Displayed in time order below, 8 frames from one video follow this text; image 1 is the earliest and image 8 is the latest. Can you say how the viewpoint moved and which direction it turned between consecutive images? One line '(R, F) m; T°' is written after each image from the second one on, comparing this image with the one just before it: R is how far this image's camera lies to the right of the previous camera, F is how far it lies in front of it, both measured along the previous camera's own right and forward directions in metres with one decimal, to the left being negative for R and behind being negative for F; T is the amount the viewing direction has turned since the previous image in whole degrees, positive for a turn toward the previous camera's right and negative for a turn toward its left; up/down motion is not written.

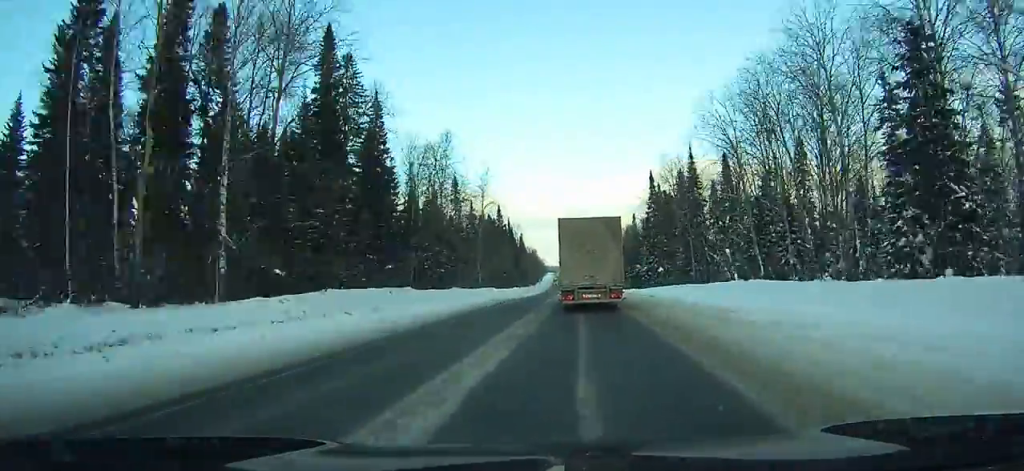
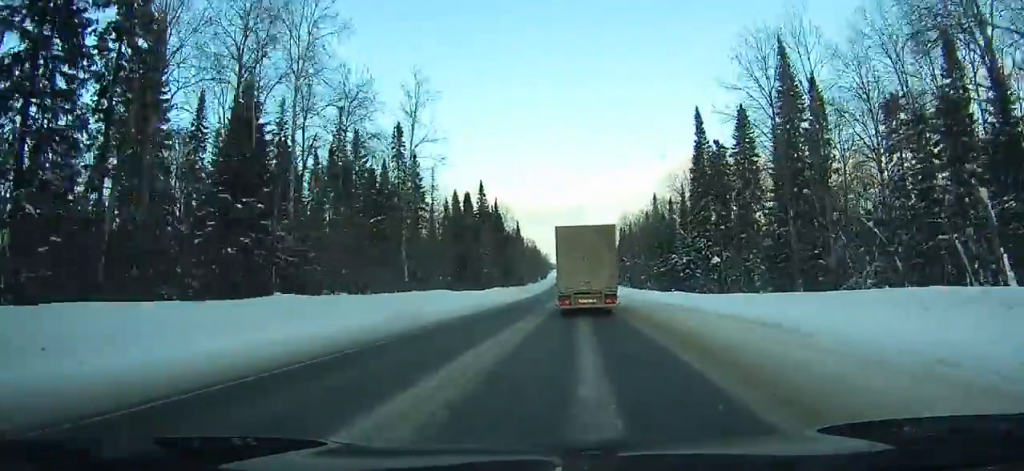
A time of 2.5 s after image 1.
(+0.8, +36.3) m; +1°
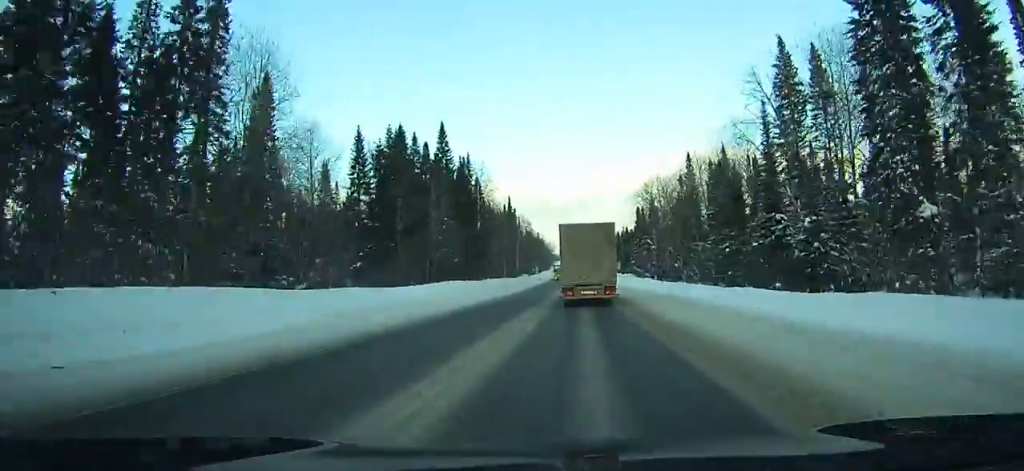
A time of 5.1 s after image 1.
(+0.4, +39.8) m; 0°
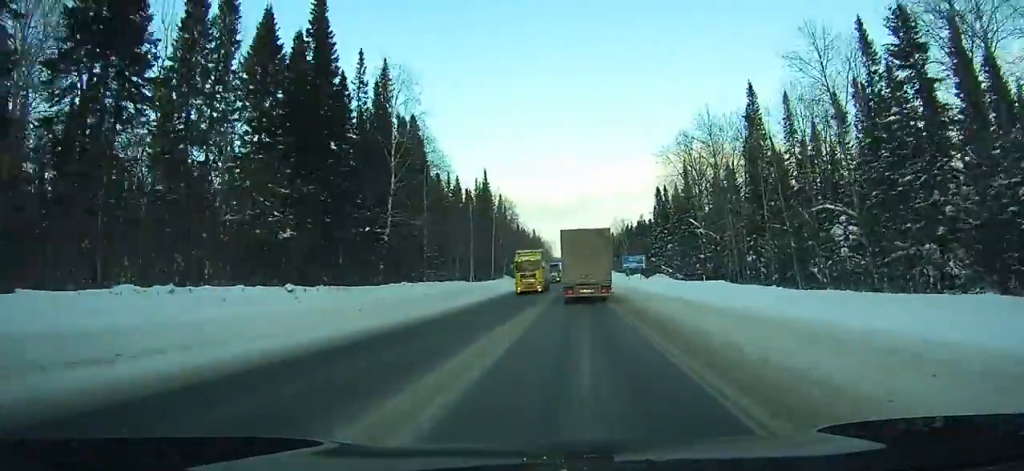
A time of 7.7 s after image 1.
(-0.2, +42.3) m; -1°
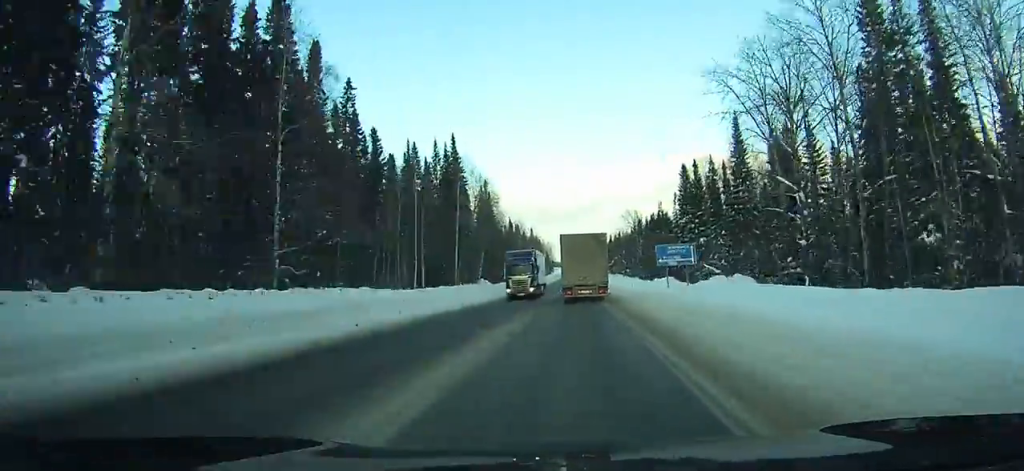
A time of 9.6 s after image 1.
(-0.1, +32.3) m; -1°
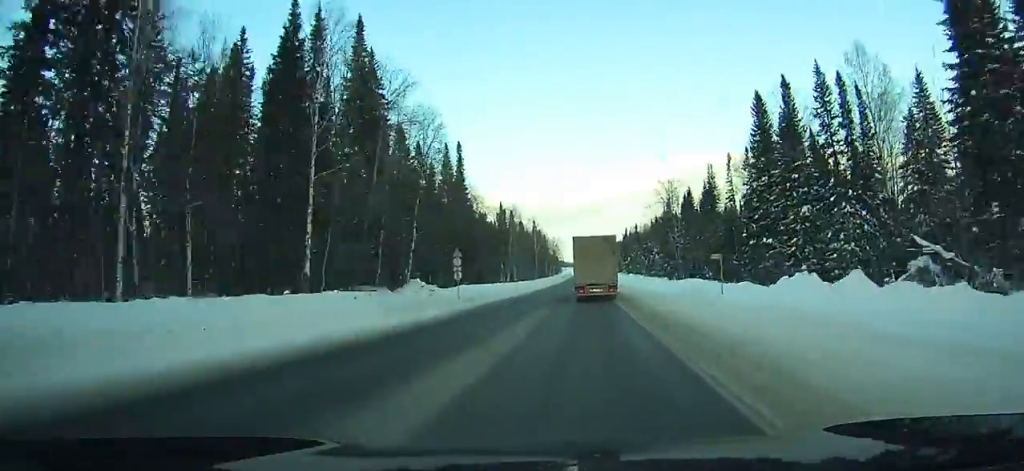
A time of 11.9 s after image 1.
(-0.3, +42.3) m; 0°
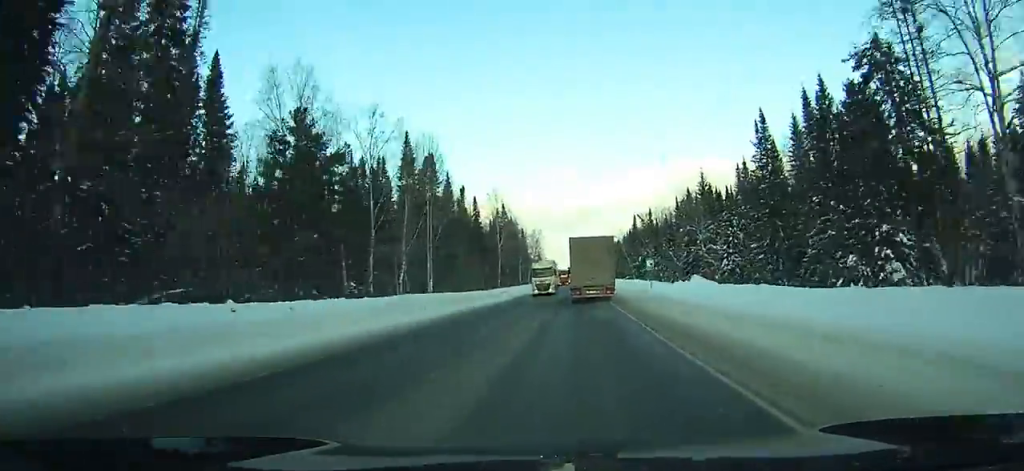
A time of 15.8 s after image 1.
(0.0, +76.5) m; -1°
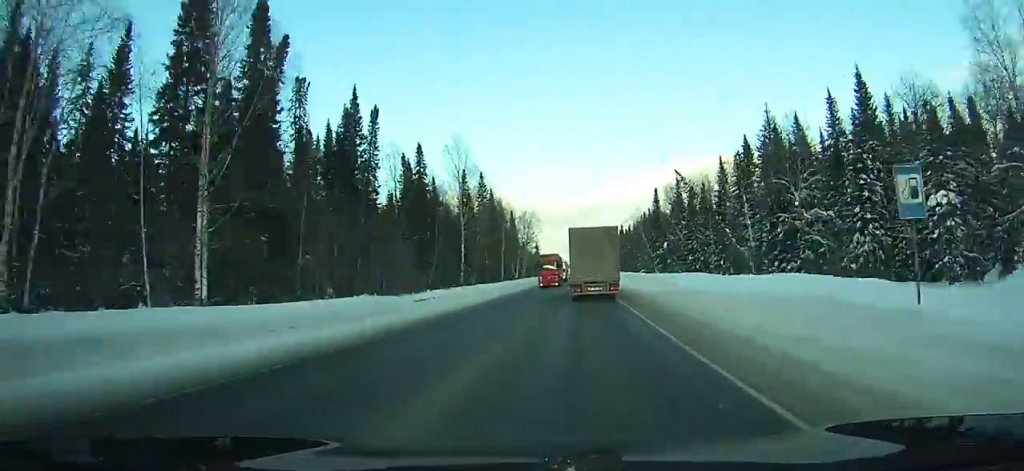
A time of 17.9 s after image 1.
(-0.5, +44.2) m; 0°
